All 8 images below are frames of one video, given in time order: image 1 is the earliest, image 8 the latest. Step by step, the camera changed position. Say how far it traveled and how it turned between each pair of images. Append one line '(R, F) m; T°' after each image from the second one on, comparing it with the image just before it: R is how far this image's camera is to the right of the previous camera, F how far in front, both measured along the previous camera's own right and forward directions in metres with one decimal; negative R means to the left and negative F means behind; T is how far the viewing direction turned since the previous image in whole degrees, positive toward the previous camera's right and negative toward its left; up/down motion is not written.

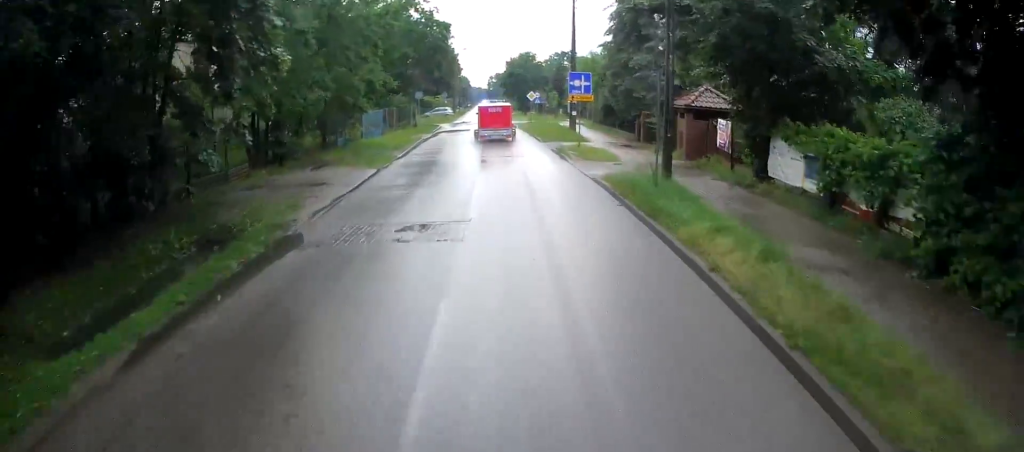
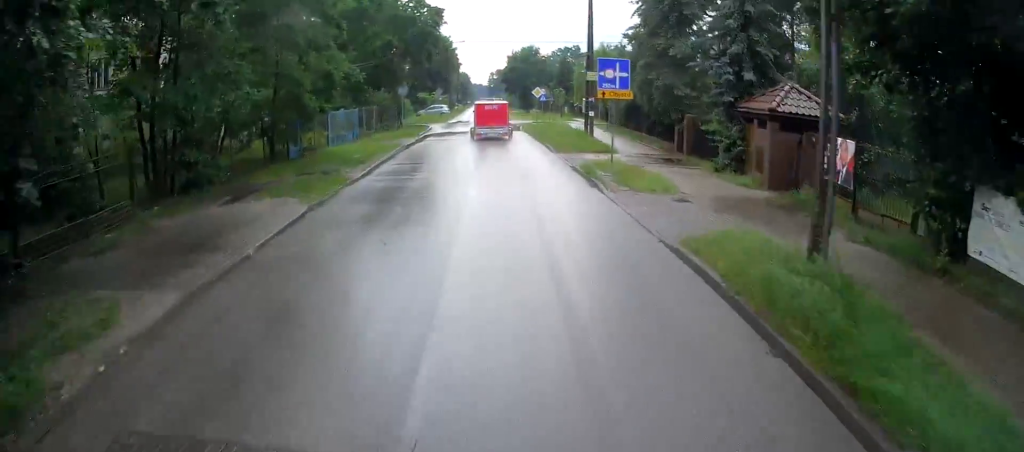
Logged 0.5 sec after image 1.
(0.0, +7.4) m; +1°
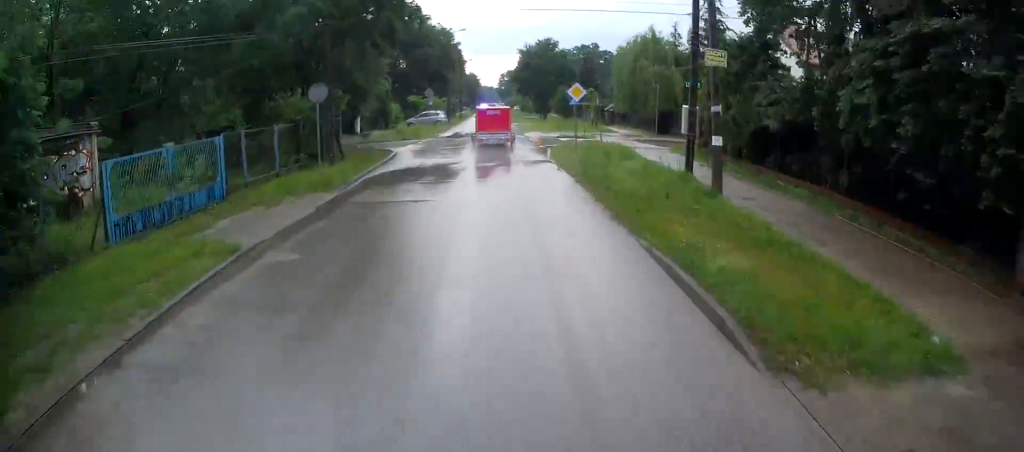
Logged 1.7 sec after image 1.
(+0.3, +18.7) m; 0°
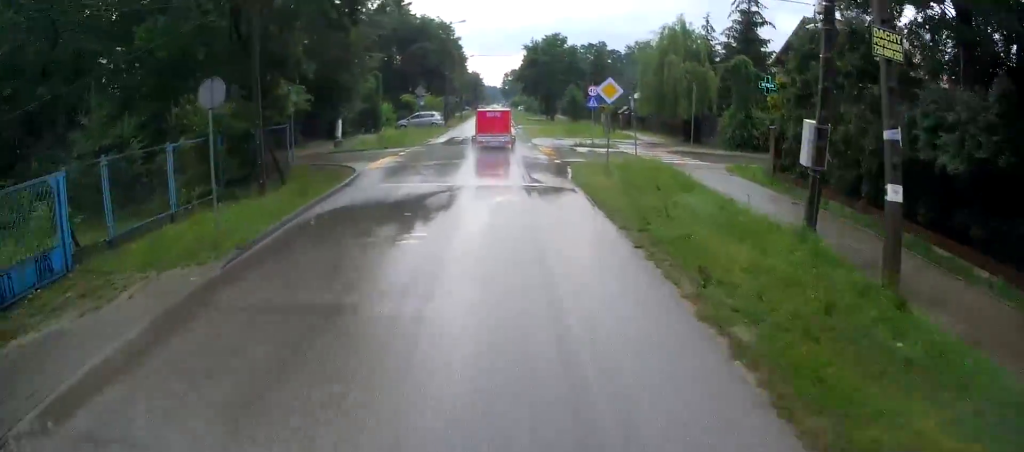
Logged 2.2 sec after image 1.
(+0.3, +7.5) m; -1°
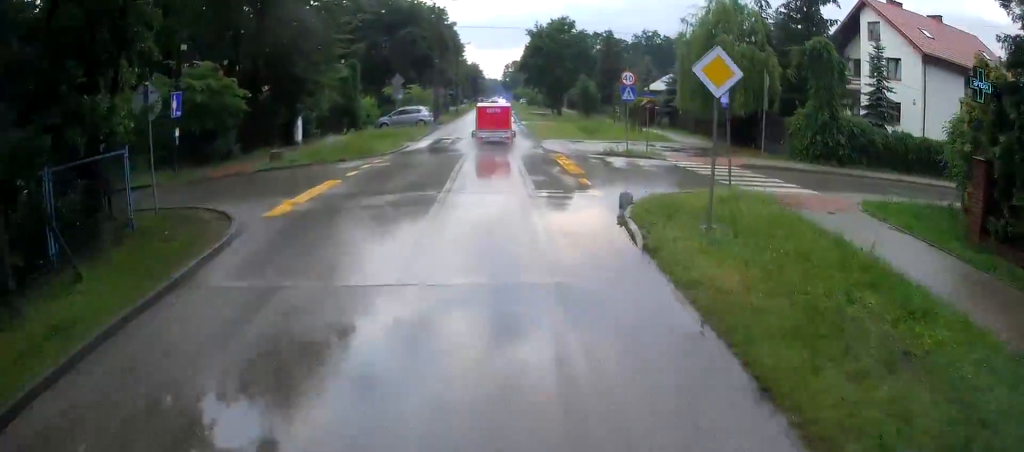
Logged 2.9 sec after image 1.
(-0.5, +9.4) m; -3°
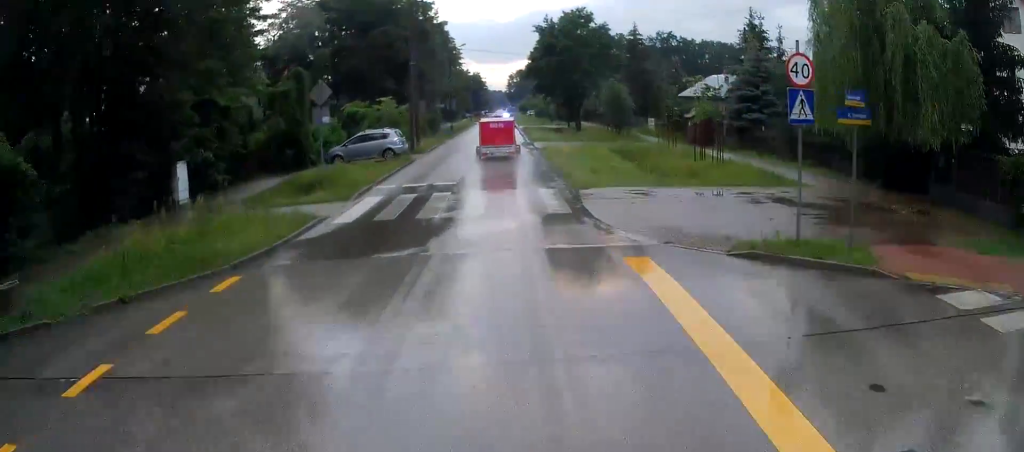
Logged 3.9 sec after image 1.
(-0.6, +14.1) m; -2°
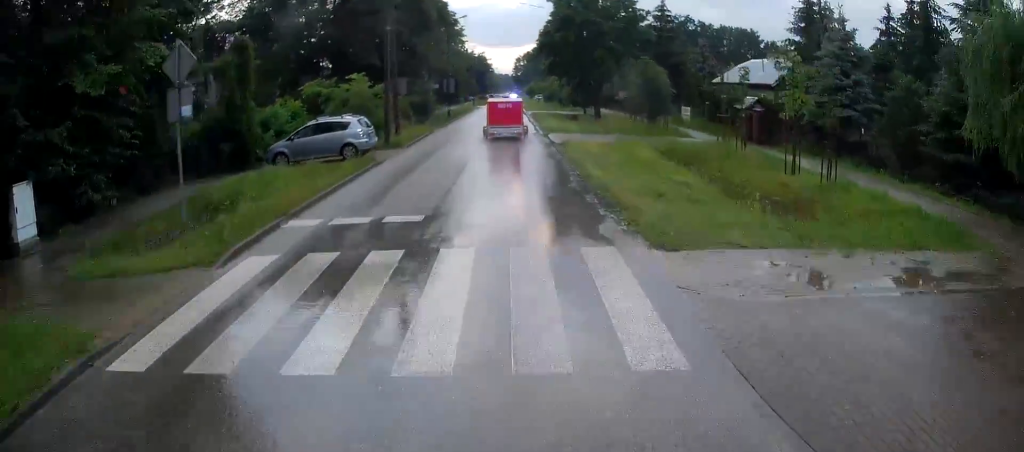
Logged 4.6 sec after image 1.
(0.0, +8.5) m; 0°
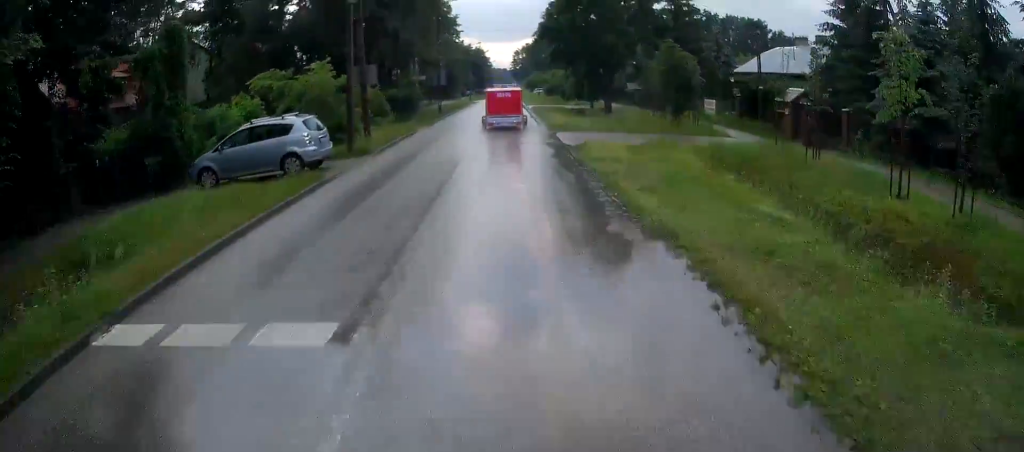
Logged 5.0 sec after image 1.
(+0.1, +5.7) m; 0°
